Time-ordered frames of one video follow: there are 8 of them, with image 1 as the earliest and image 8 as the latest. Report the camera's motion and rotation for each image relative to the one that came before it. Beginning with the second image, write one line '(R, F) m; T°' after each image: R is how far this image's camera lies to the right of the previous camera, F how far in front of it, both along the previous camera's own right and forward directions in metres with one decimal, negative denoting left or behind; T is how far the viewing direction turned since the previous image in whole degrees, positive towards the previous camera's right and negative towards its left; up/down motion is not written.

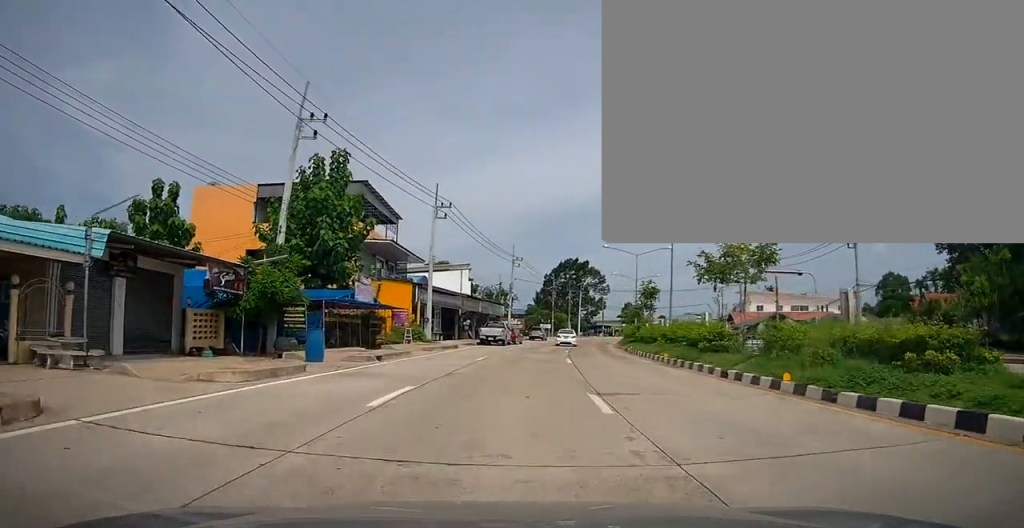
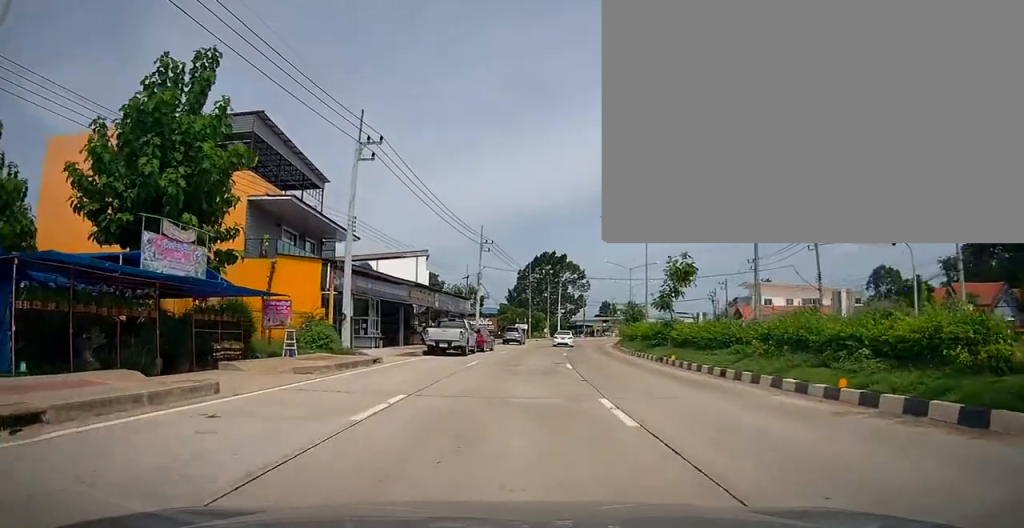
(+0.4, +15.1) m; +2°
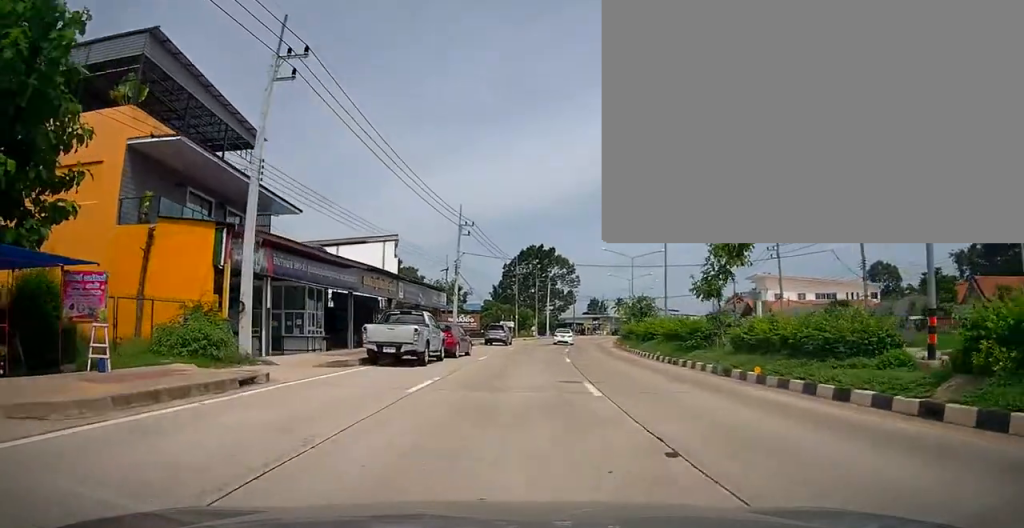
(+0.1, +9.1) m; +2°
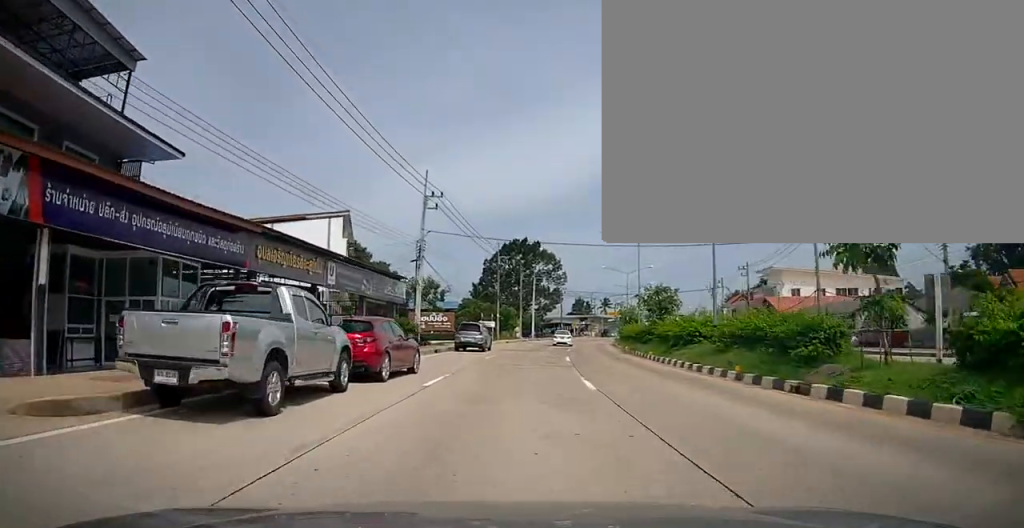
(+0.3, +10.8) m; +1°
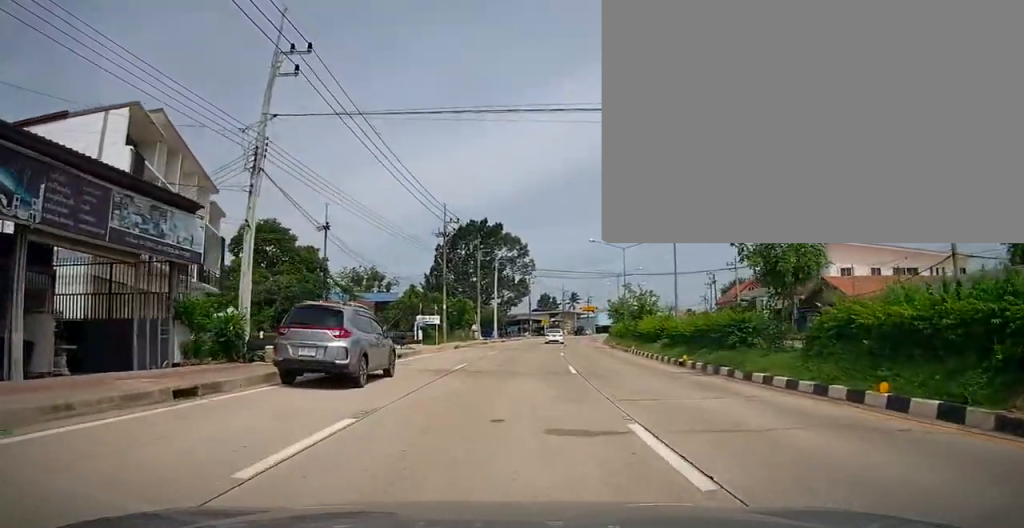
(+0.3, +20.9) m; +3°
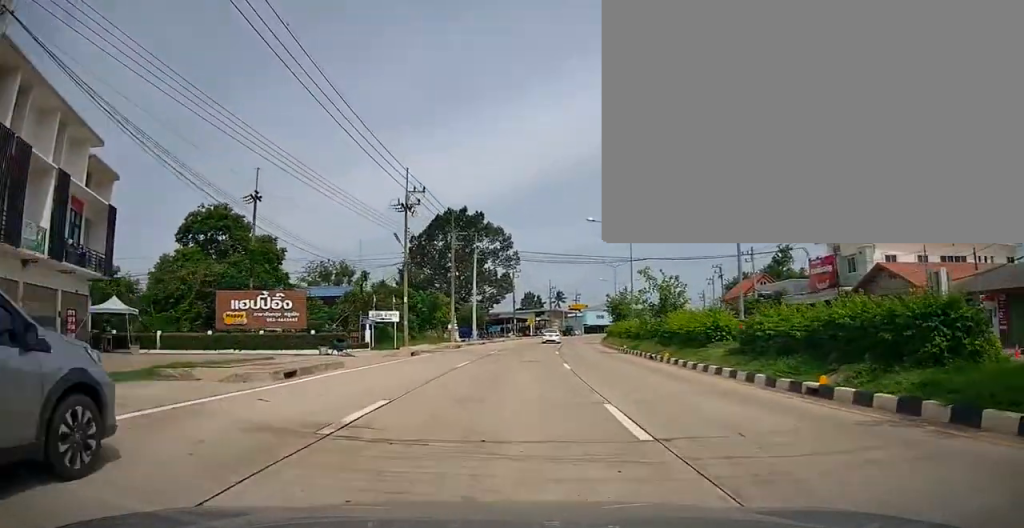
(+0.4, +10.3) m; +2°
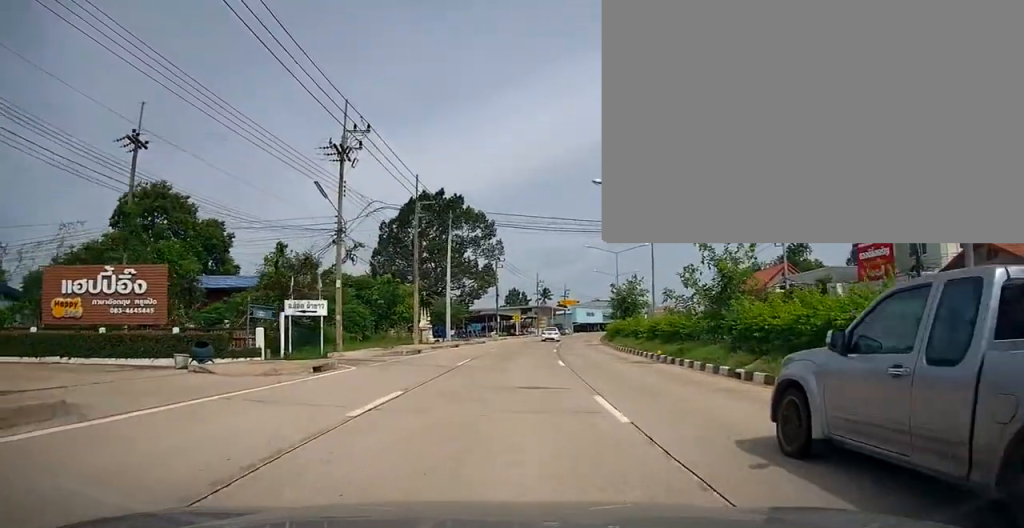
(+0.1, +11.2) m; +1°
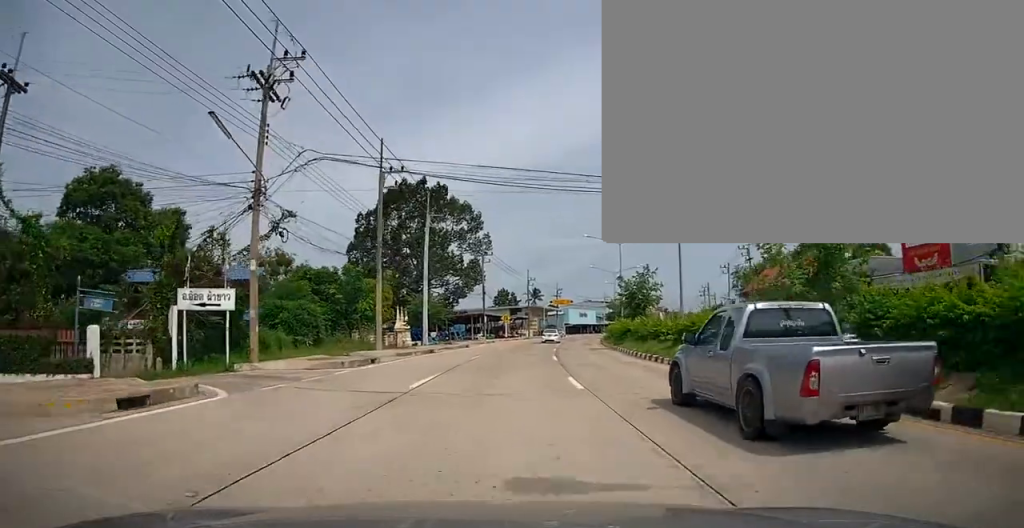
(0.0, +7.5) m; +1°
